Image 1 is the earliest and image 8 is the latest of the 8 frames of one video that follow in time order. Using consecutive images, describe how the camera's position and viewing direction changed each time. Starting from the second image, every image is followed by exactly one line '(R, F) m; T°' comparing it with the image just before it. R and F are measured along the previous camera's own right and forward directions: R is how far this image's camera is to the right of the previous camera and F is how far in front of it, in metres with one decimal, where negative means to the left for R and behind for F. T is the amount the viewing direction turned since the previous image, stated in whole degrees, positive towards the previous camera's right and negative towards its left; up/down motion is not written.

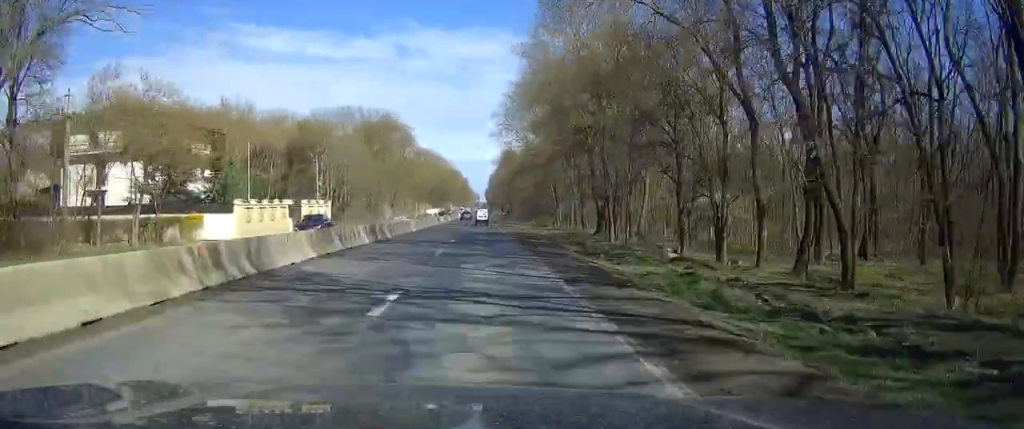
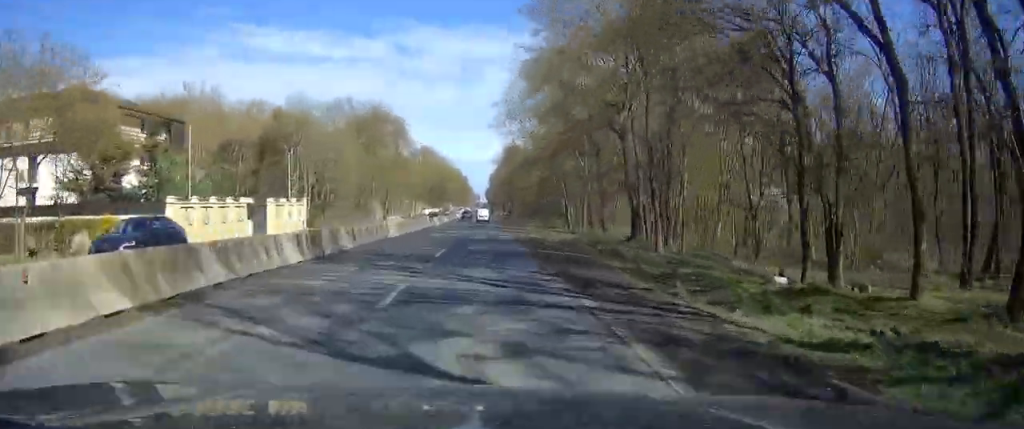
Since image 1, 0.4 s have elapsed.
(-0.1, +11.3) m; 0°
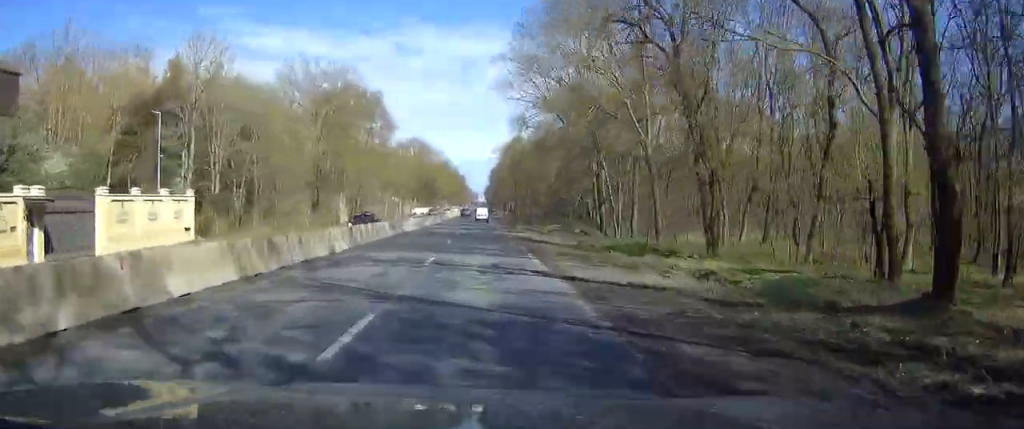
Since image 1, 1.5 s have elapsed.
(+0.1, +27.5) m; 0°
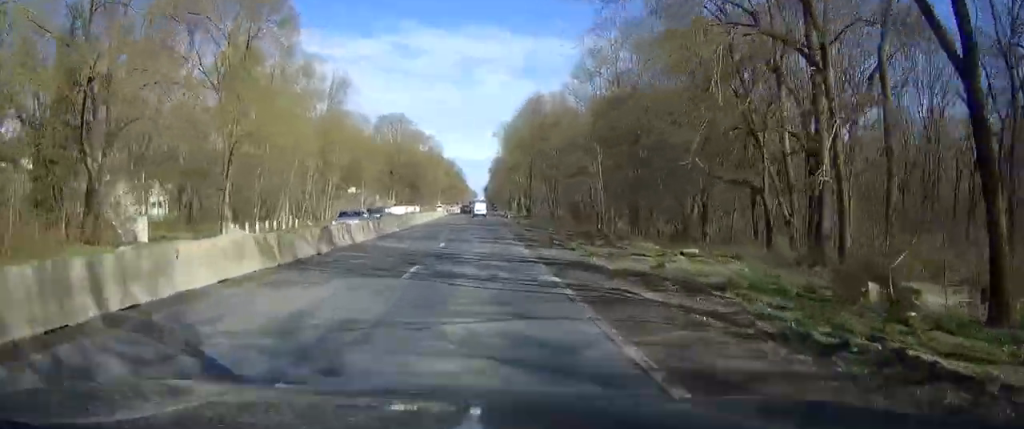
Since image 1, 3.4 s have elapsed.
(0.0, +52.1) m; 0°
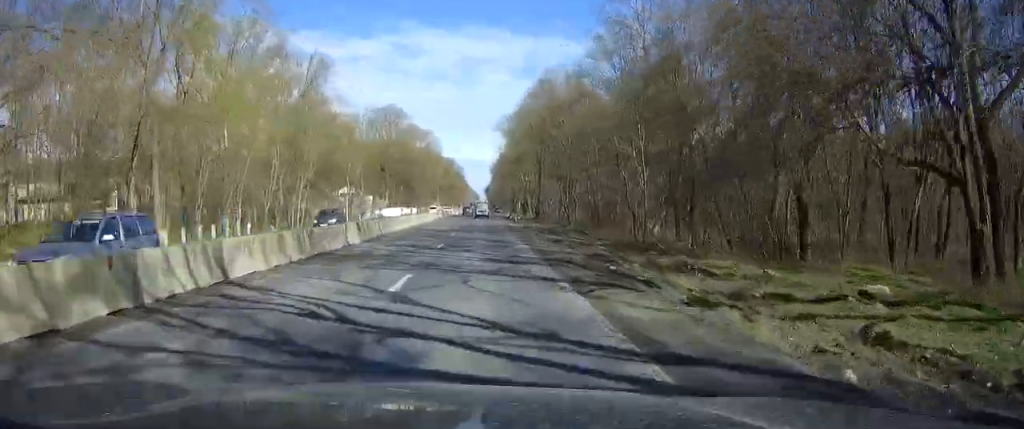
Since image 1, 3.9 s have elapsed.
(0.0, +14.5) m; 0°
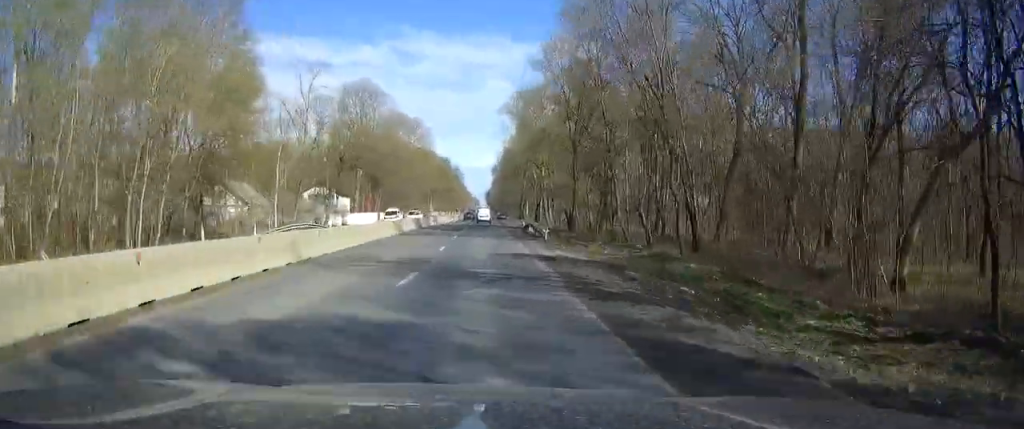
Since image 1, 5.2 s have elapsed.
(0.0, +35.3) m; 0°
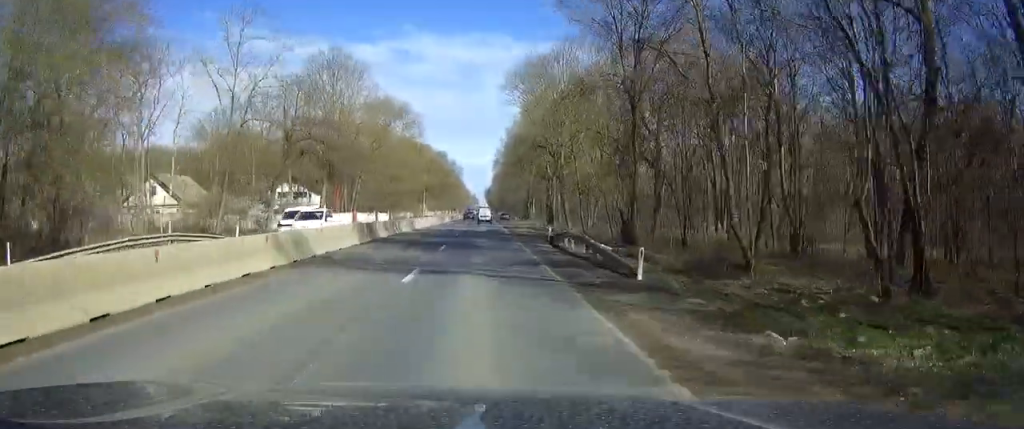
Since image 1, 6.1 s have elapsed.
(-0.1, +23.5) m; 0°
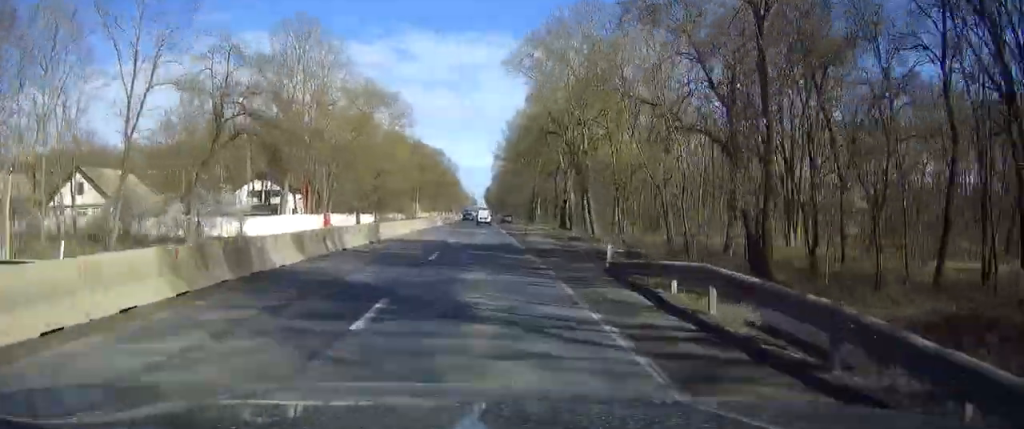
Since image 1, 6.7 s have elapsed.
(0.0, +17.1) m; 0°
